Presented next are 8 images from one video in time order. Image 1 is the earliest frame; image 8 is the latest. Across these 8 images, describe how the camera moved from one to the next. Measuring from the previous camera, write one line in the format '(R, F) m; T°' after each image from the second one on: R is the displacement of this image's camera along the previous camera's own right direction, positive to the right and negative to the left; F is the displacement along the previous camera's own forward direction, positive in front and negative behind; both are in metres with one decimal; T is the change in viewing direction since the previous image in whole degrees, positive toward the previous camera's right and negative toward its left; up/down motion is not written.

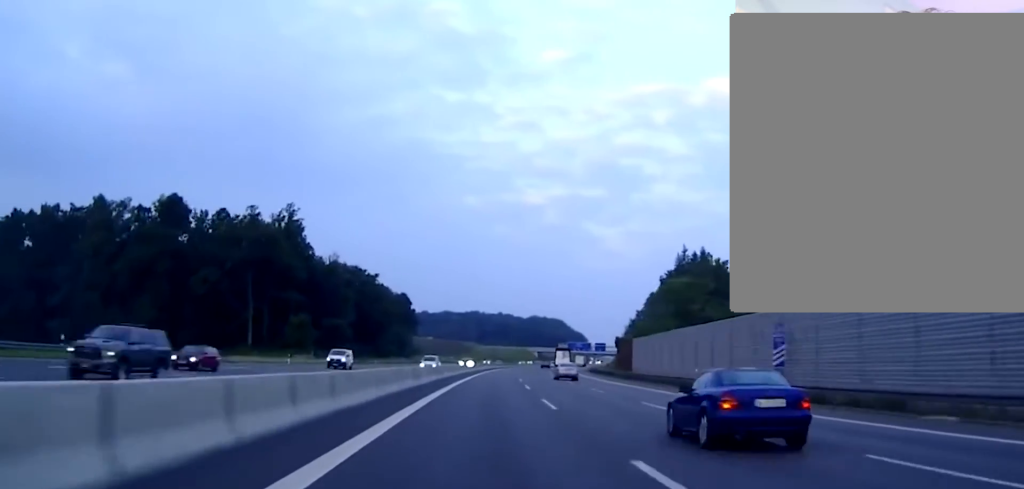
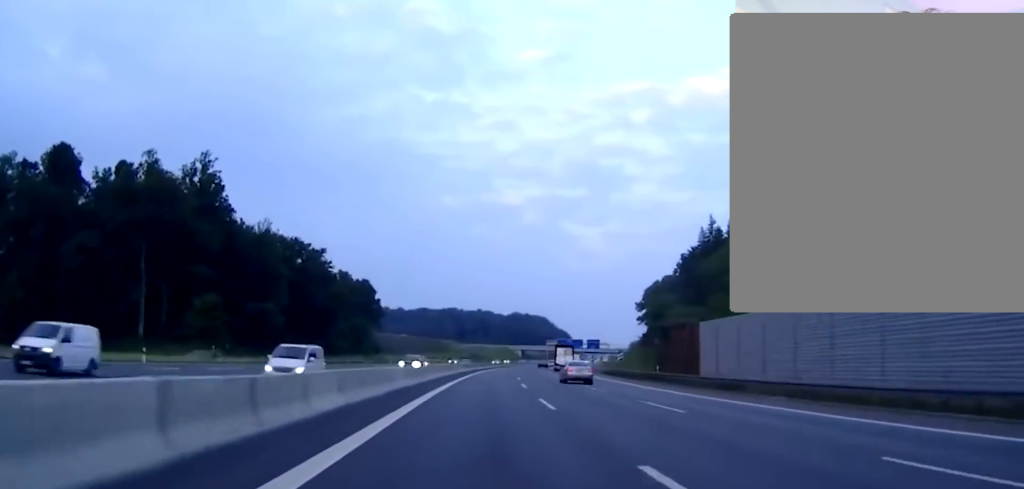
(+0.2, +36.7) m; +1°
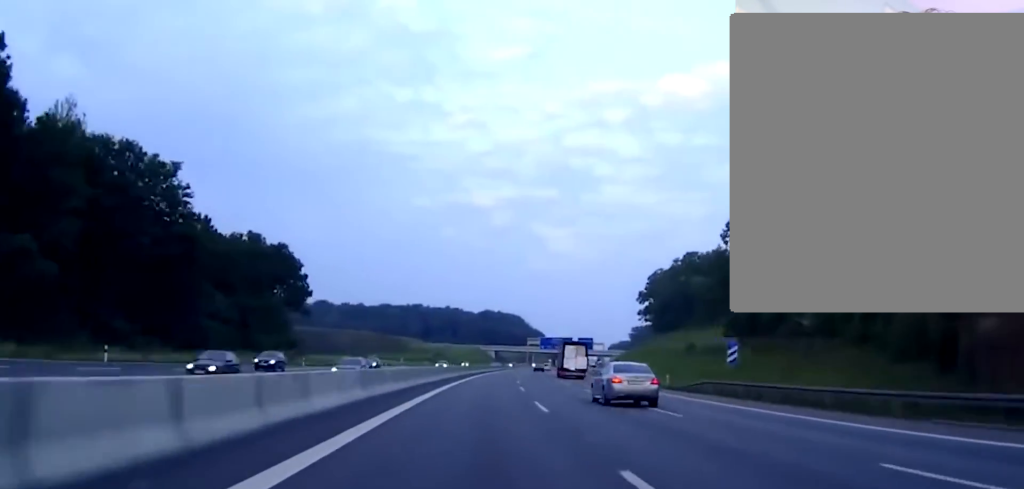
(+1.1, +55.2) m; +2°
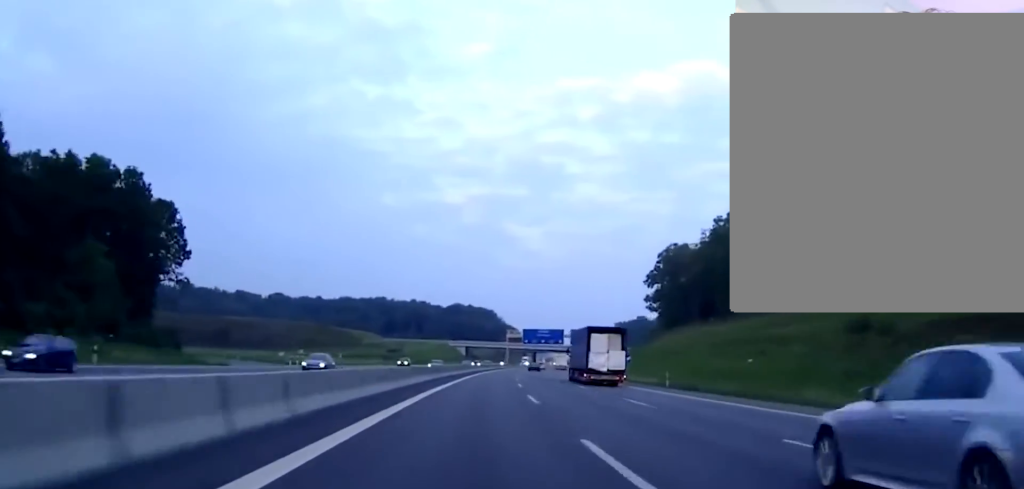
(+1.0, +50.1) m; +2°
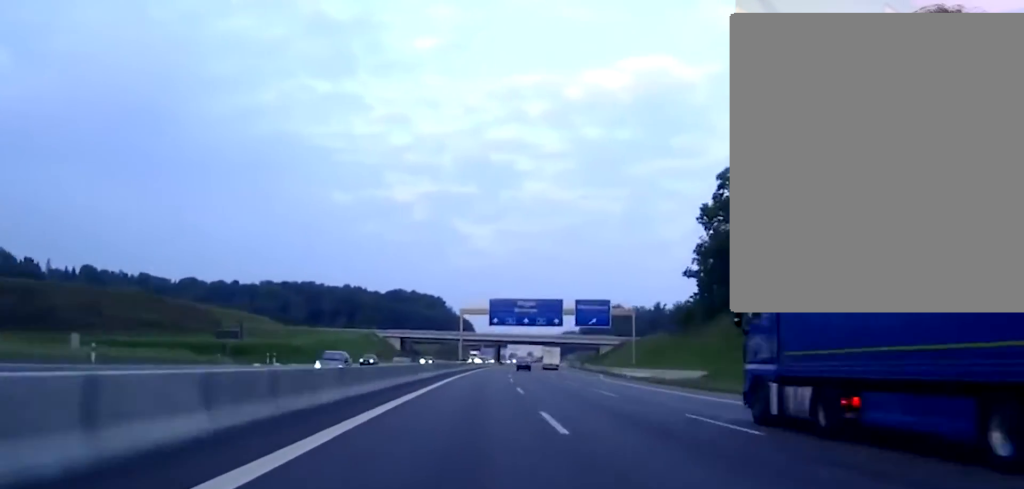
(+2.2, +84.5) m; +2°
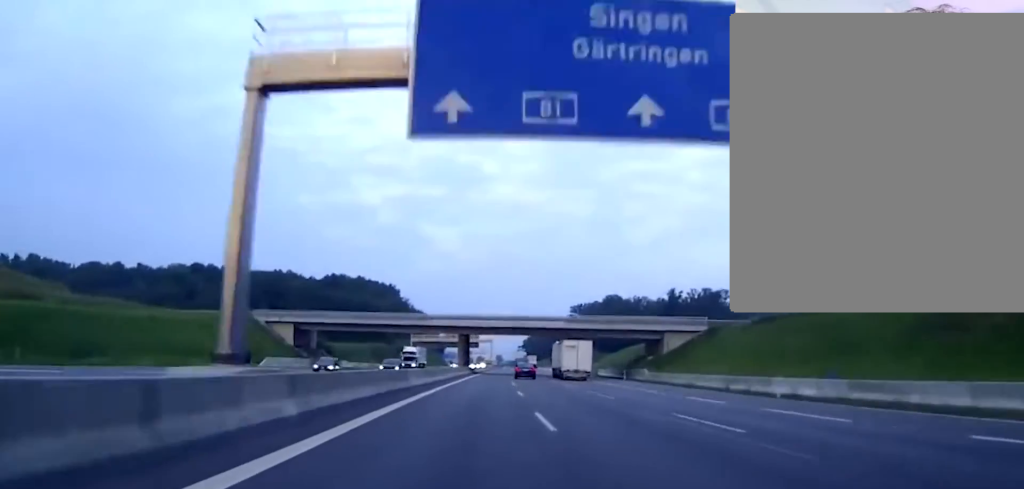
(+0.7, +87.1) m; +1°
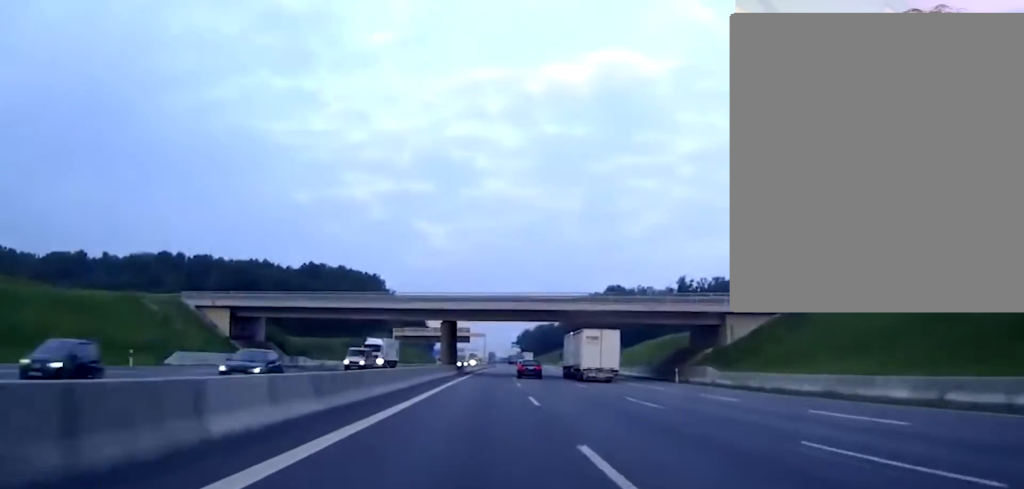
(0.0, +26.3) m; 0°
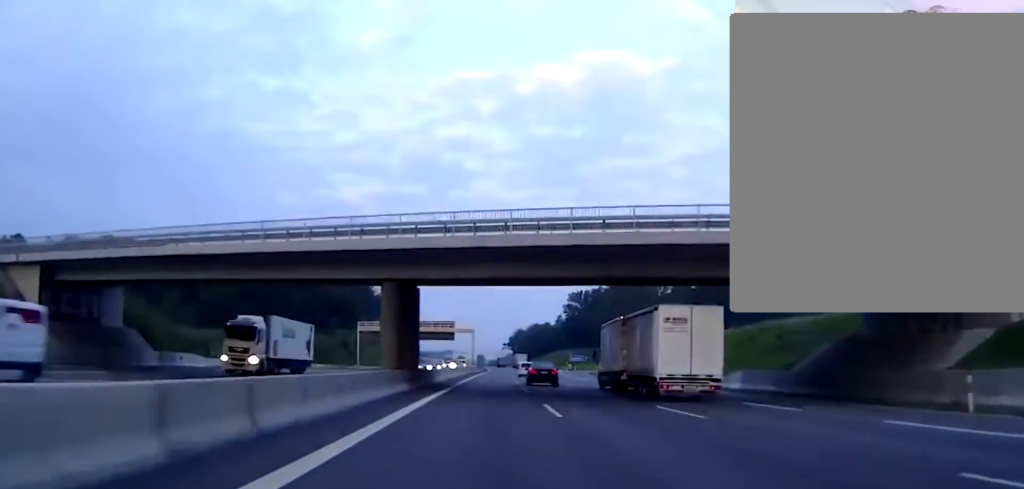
(0.0, +39.2) m; 0°
